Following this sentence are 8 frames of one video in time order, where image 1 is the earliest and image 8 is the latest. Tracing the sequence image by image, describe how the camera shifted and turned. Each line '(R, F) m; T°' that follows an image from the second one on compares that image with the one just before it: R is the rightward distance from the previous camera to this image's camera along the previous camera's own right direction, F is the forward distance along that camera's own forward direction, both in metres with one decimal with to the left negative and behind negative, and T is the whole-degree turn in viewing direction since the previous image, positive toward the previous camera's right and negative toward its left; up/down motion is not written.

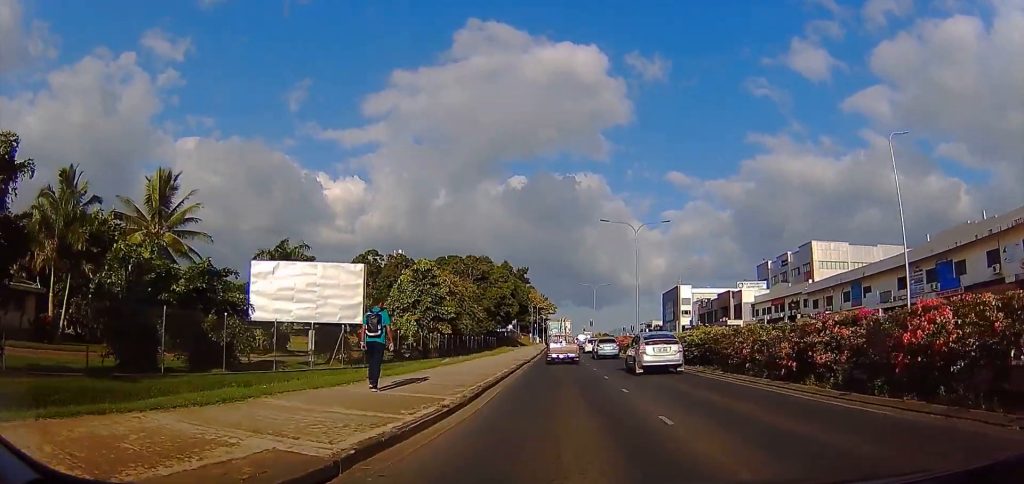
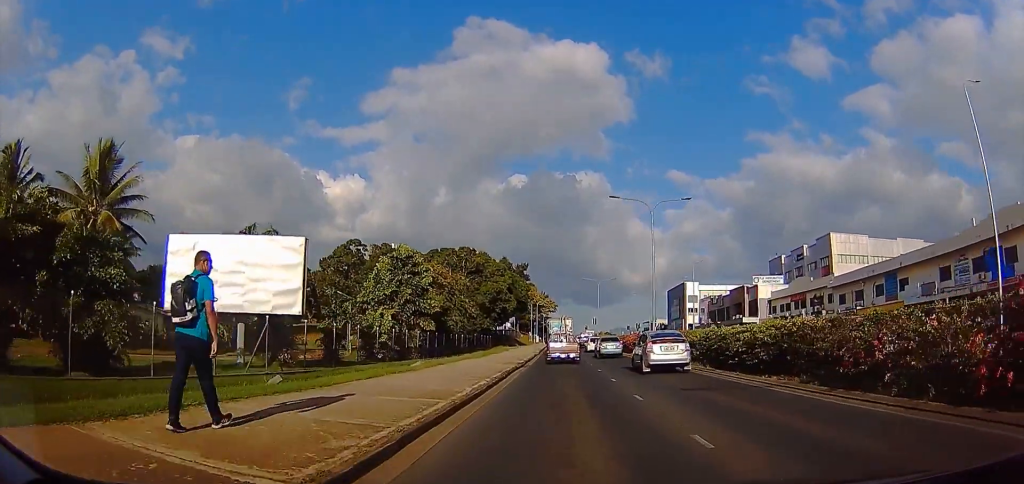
(-1.0, +7.0) m; 0°
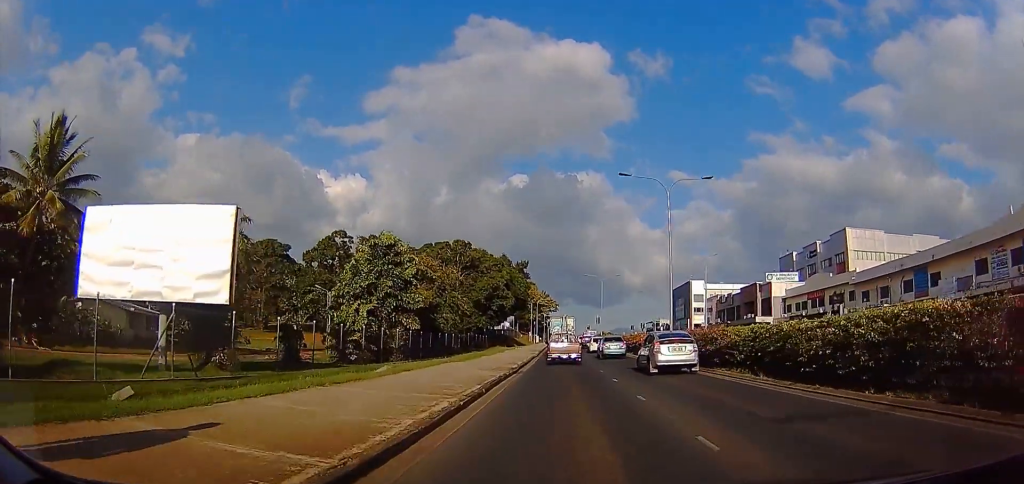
(+0.2, +5.1) m; 0°
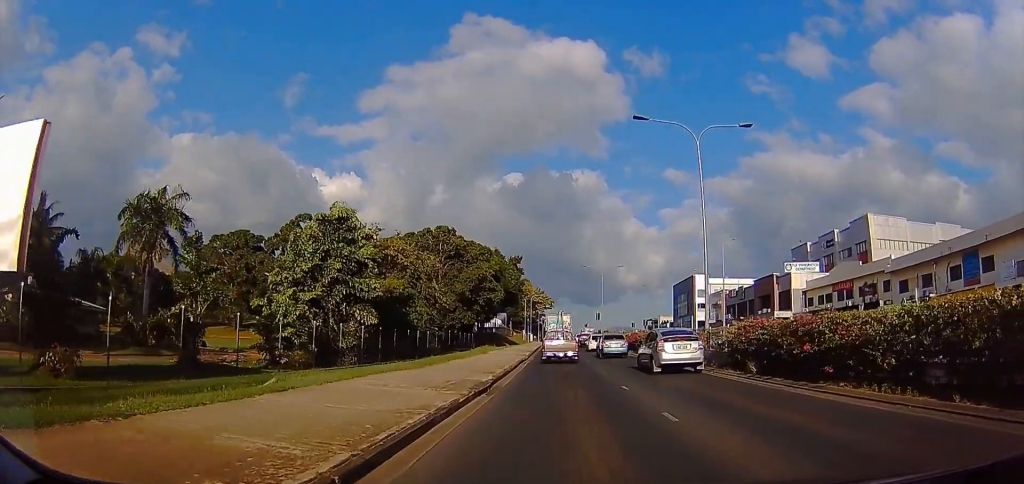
(+0.8, +8.2) m; -1°
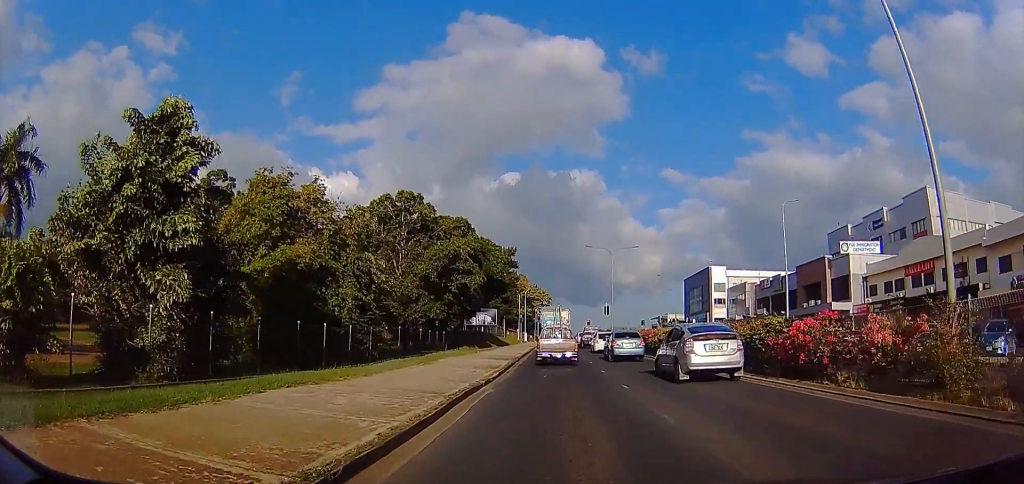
(-2.1, +15.7) m; +2°
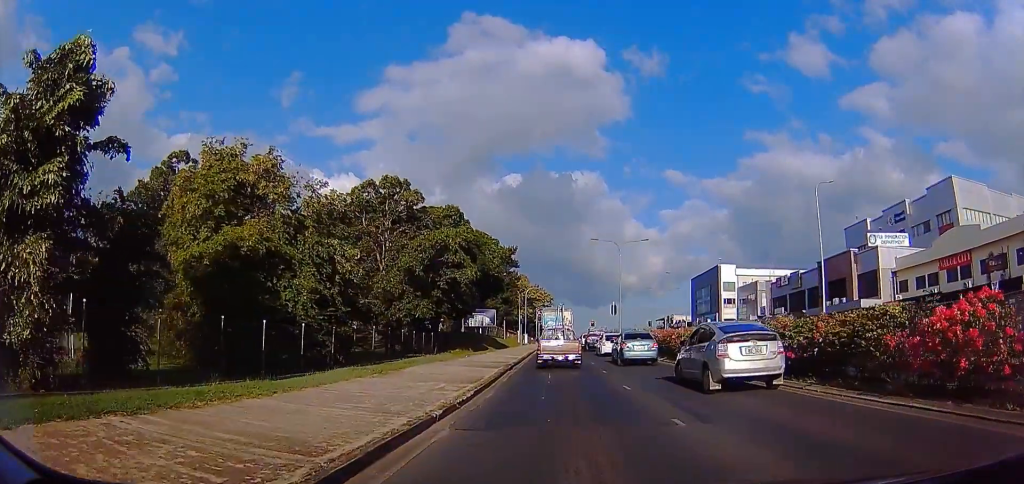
(+1.0, +5.3) m; +2°
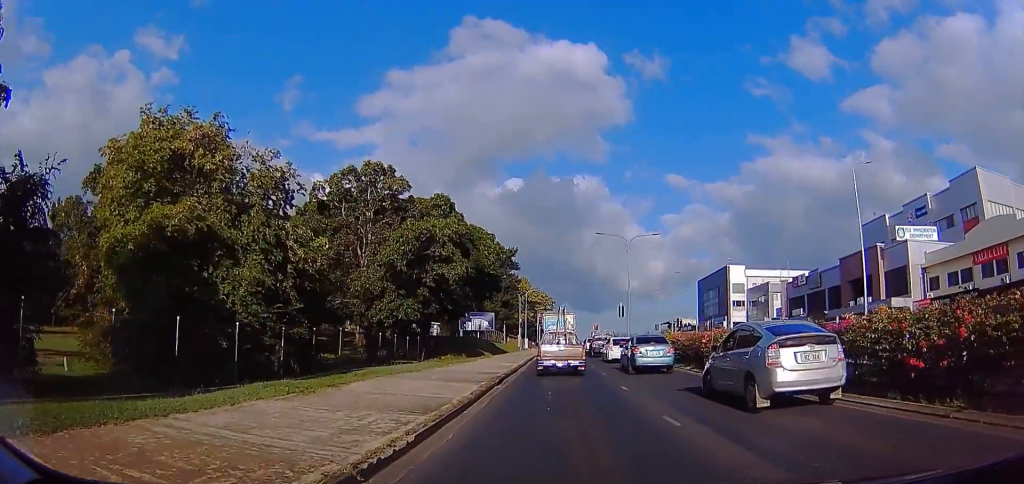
(+0.1, +4.9) m; -3°
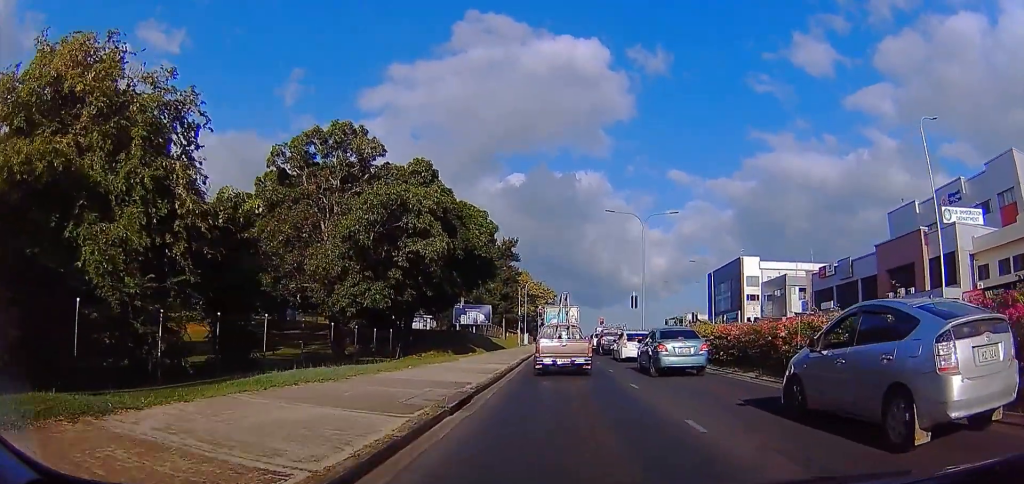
(-1.0, +7.1) m; +1°
